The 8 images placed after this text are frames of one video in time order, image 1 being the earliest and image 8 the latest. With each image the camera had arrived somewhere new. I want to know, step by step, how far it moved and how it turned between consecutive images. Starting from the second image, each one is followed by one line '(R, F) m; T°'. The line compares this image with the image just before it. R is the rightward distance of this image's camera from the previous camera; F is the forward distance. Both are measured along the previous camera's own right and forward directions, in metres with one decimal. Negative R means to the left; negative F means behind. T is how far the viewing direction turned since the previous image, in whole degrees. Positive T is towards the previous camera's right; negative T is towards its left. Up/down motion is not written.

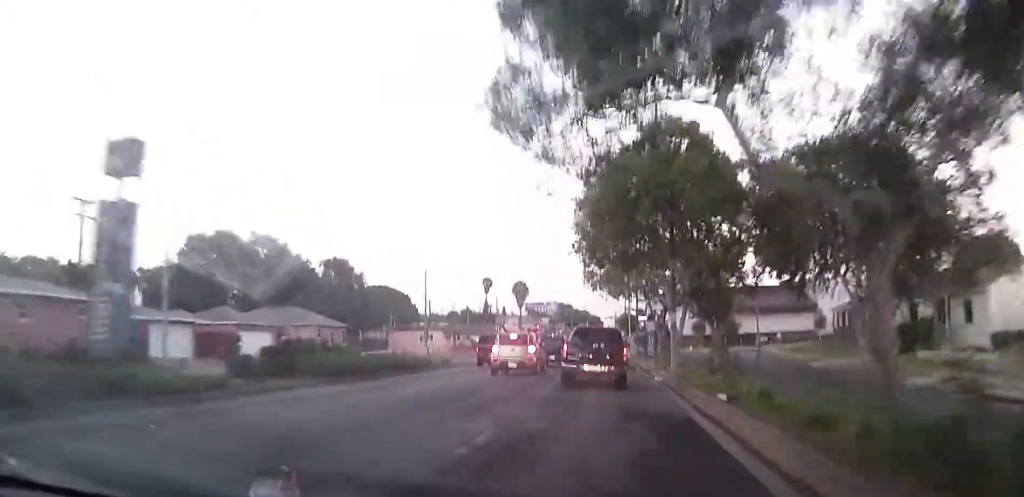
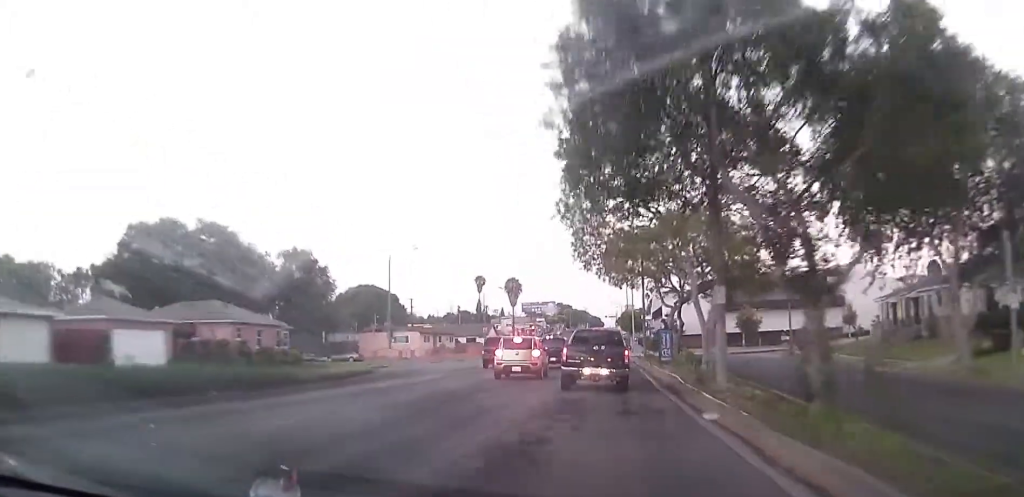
(0.0, +14.0) m; 0°
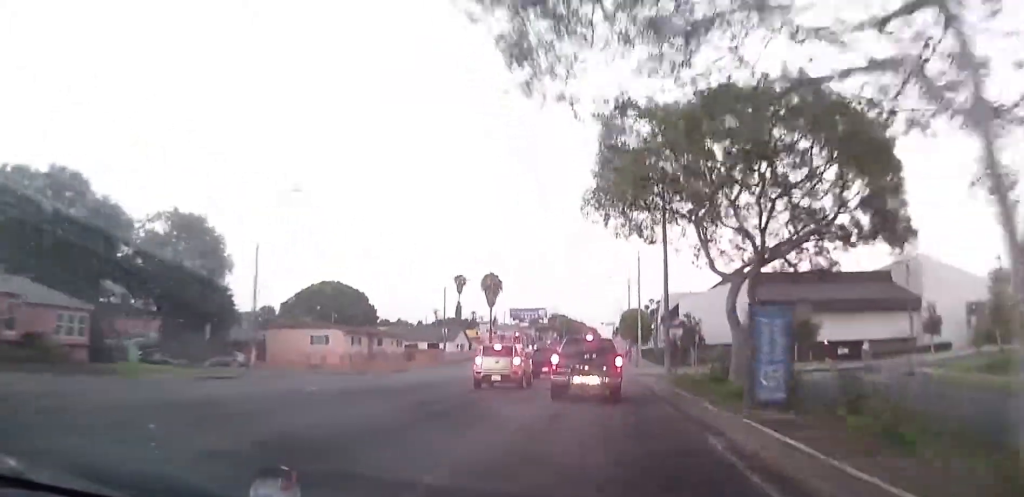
(0.0, +27.4) m; -2°
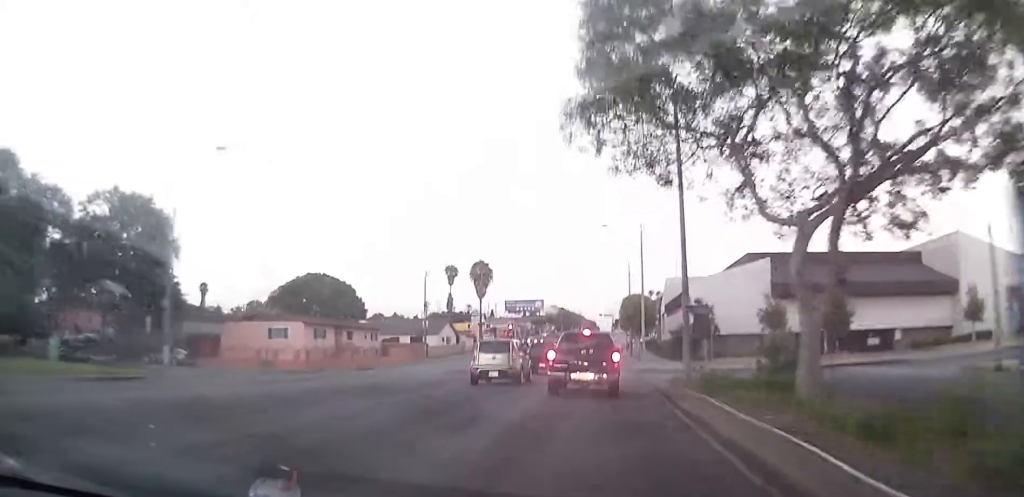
(-0.2, +9.3) m; 0°
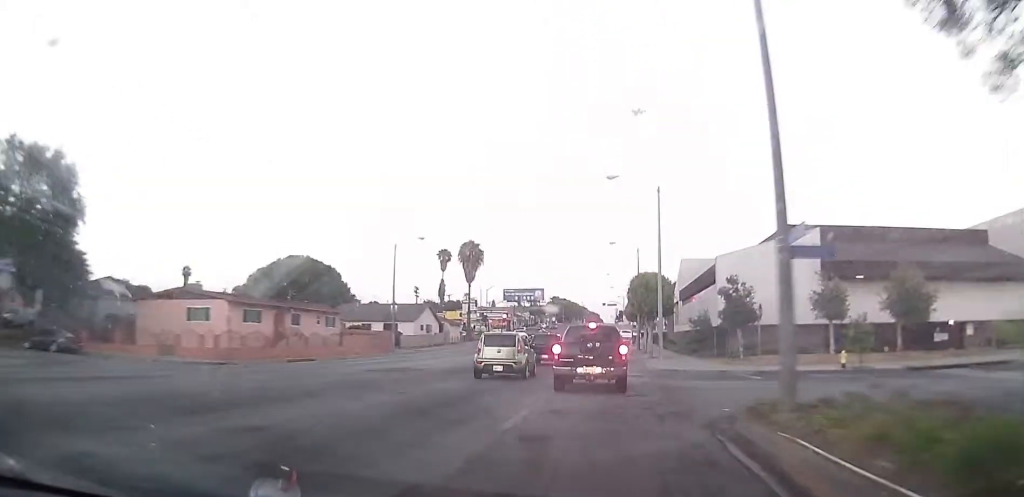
(-0.2, +13.9) m; 0°
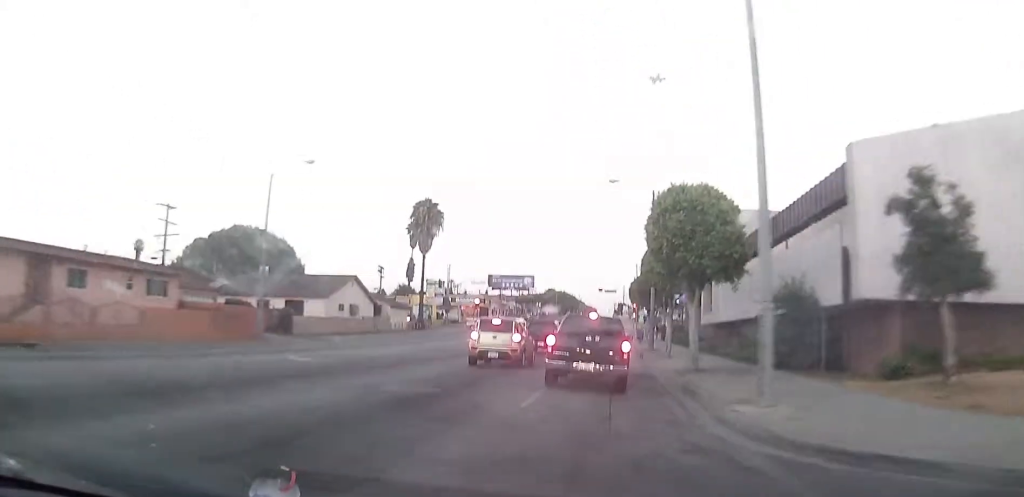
(+0.7, +27.5) m; +1°
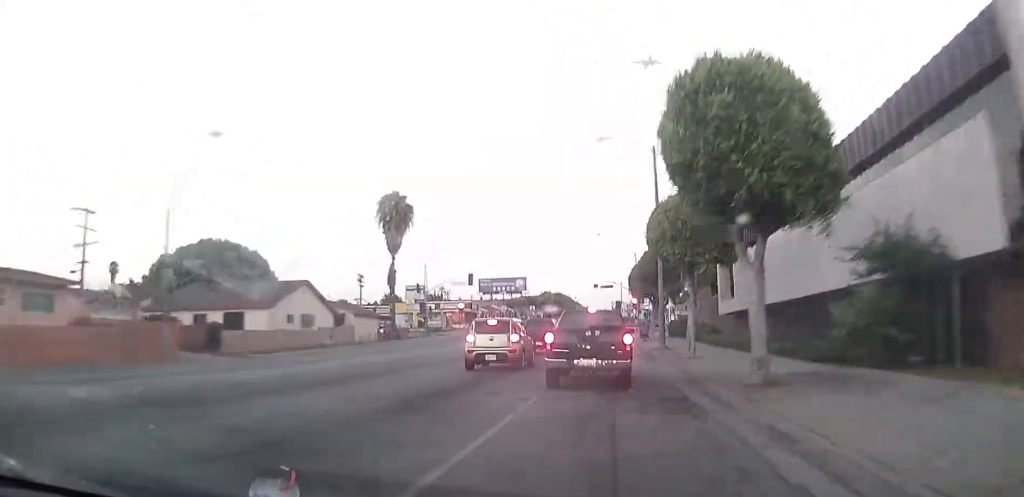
(0.0, +10.7) m; 0°
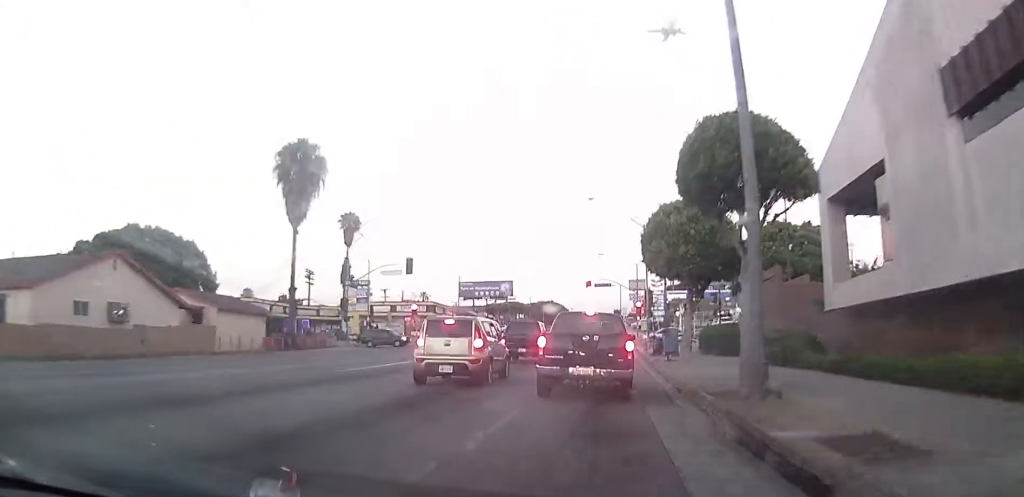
(0.0, +26.0) m; 0°
